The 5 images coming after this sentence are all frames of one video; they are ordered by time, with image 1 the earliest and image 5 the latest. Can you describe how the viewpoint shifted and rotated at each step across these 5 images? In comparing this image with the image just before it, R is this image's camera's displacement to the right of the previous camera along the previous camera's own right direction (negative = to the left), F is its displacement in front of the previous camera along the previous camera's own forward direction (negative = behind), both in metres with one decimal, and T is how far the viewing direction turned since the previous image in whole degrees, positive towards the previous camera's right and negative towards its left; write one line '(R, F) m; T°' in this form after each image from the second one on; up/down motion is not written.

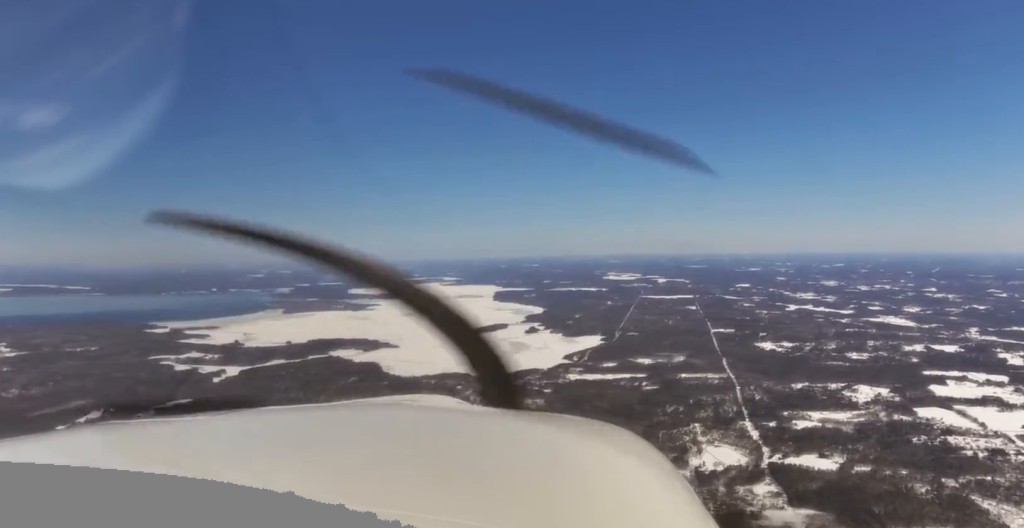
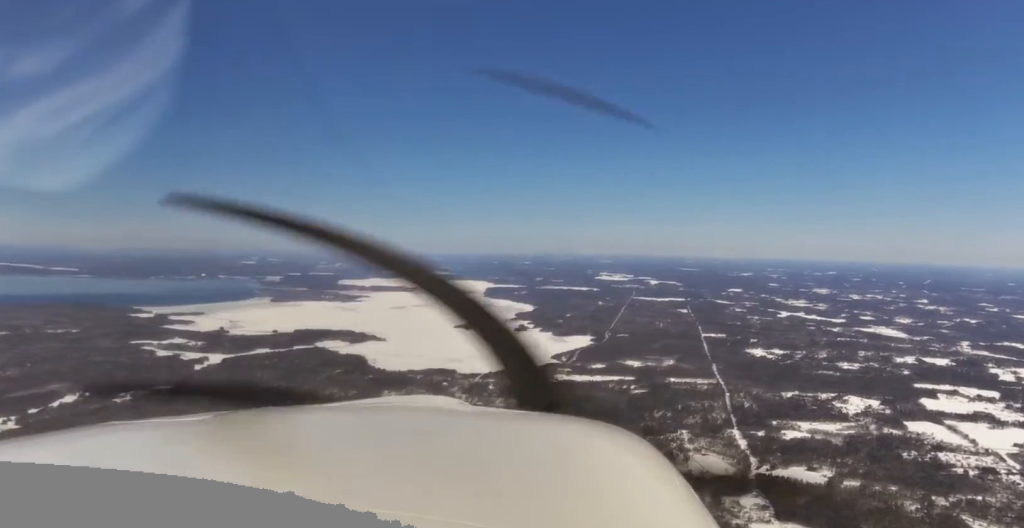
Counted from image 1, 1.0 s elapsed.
(+0.6, +69.3) m; -1°
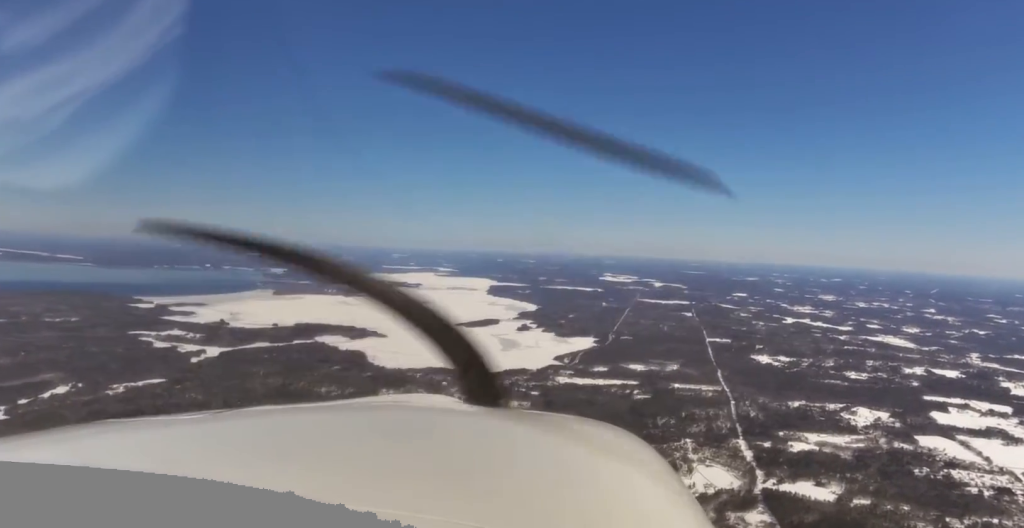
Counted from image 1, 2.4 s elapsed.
(-1.4, +100.3) m; 0°
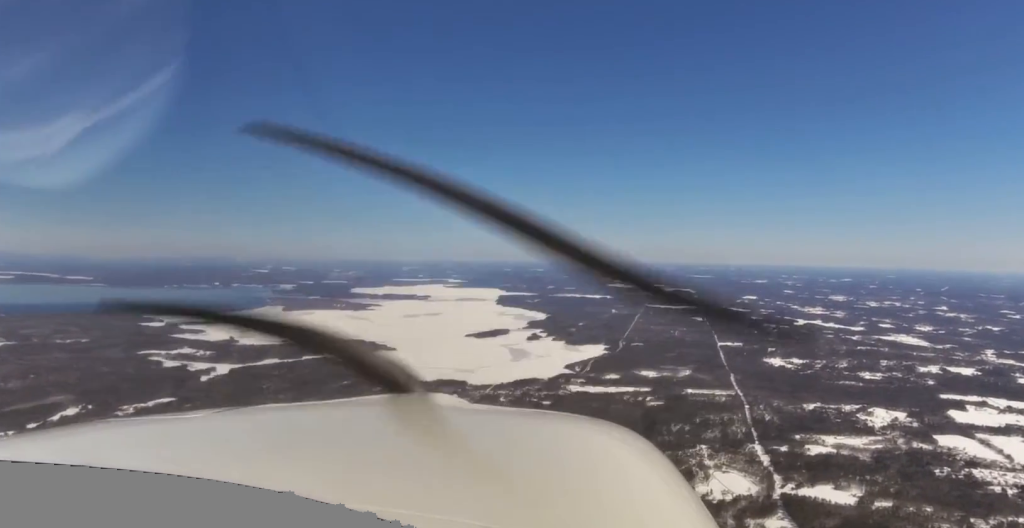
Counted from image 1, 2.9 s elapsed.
(+0.2, +38.2) m; 0°
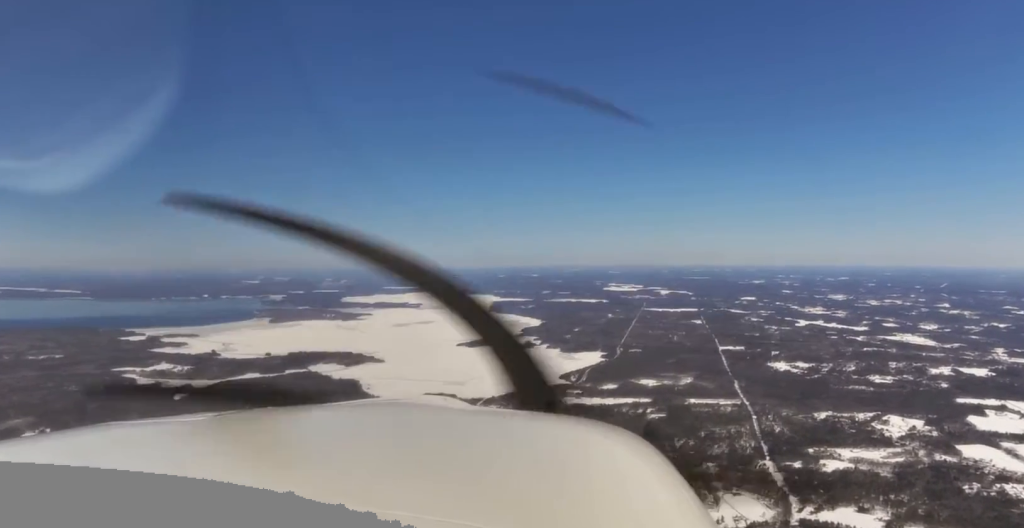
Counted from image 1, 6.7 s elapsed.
(-2.5, +274.7) m; -1°
